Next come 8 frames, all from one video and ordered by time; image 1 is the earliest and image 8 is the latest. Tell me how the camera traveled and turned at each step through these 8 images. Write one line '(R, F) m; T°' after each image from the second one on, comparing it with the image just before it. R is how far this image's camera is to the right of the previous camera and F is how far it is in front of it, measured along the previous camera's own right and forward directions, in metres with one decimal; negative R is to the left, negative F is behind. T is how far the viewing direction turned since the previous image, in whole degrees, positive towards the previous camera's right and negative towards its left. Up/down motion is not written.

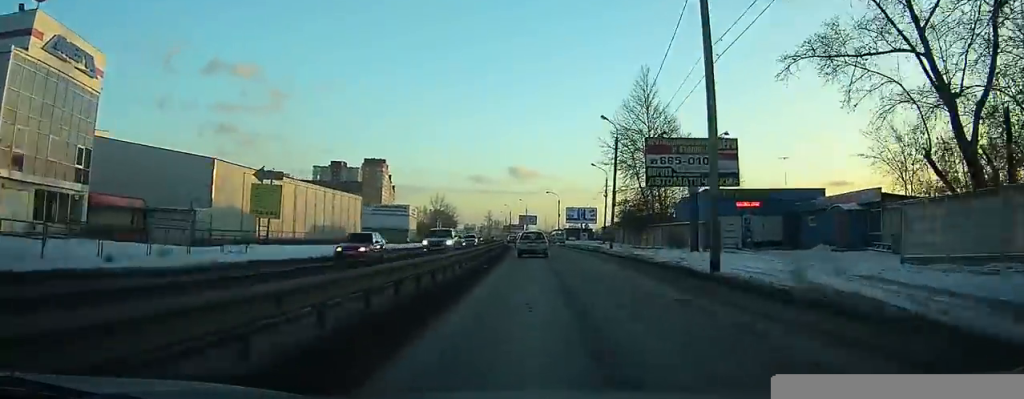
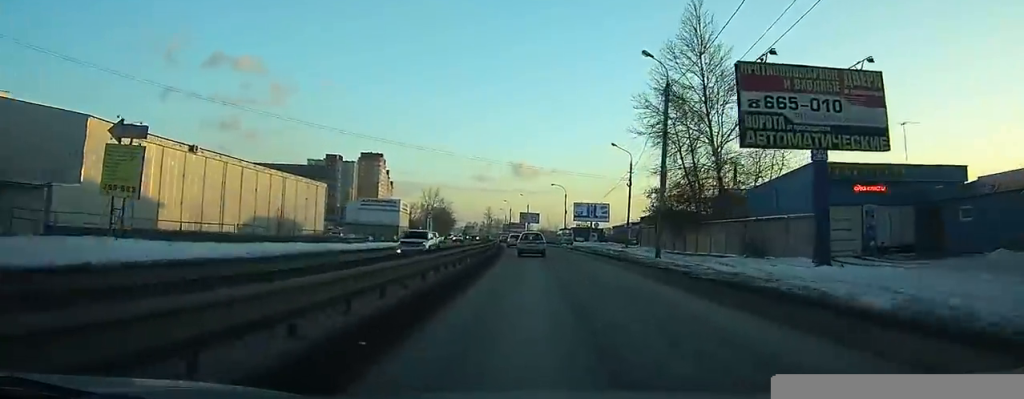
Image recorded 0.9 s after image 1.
(0.0, +16.4) m; -1°
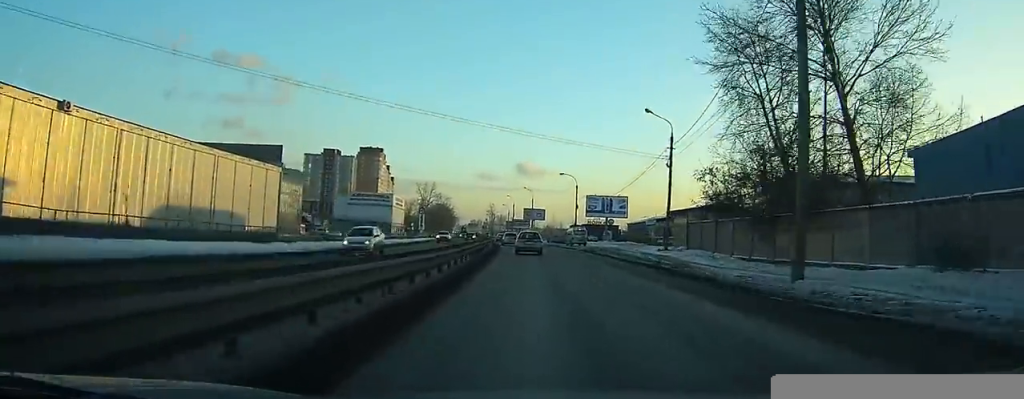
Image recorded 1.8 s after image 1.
(-0.1, +14.8) m; -1°
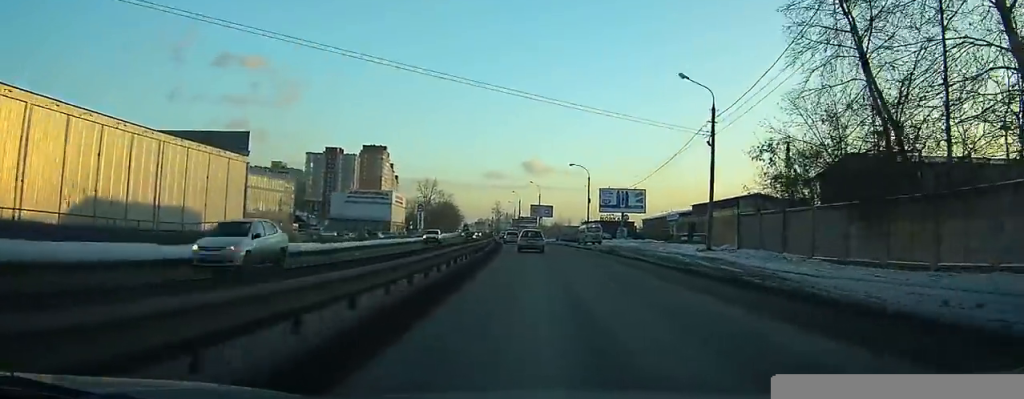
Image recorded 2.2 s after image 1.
(-0.1, +8.5) m; 0°
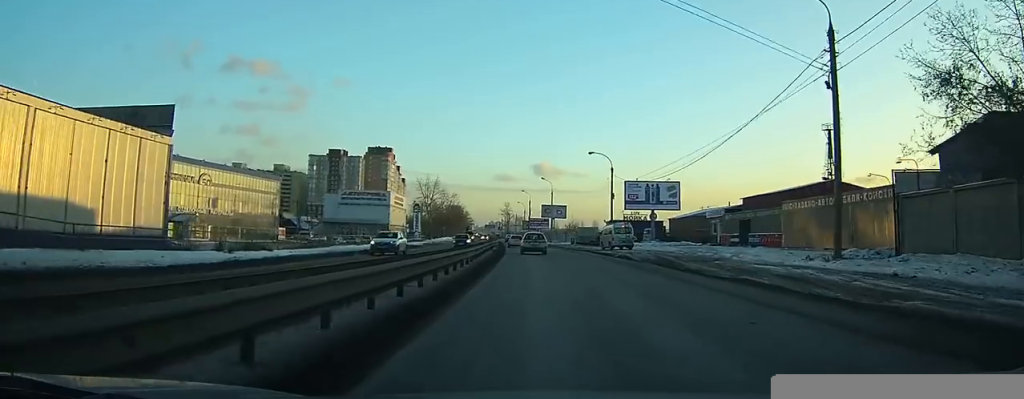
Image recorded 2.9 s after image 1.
(0.0, +12.9) m; 0°
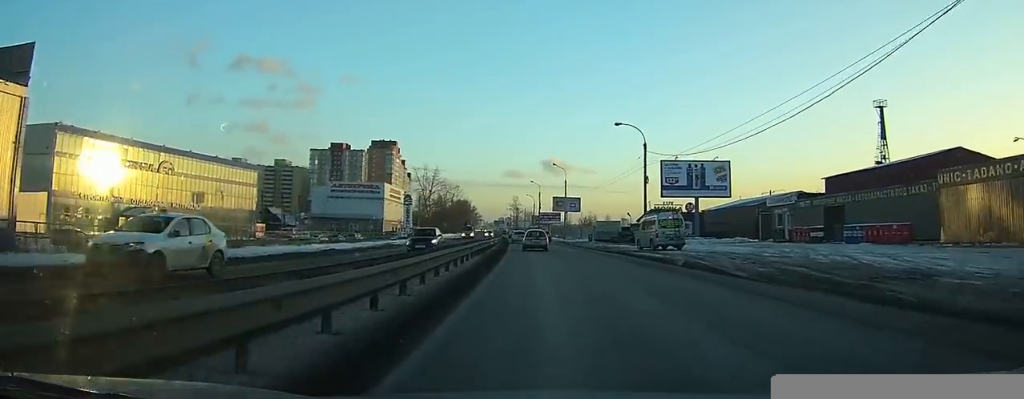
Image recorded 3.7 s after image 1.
(0.0, +13.7) m; 0°
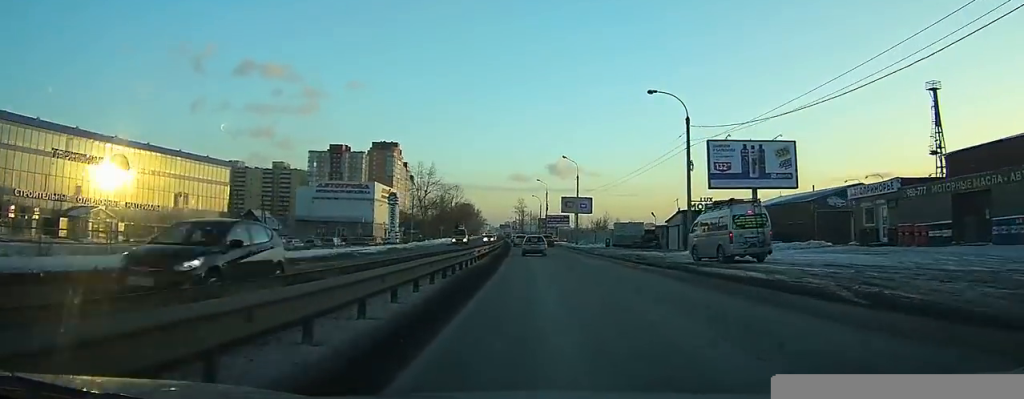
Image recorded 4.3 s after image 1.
(0.0, +12.2) m; -1°
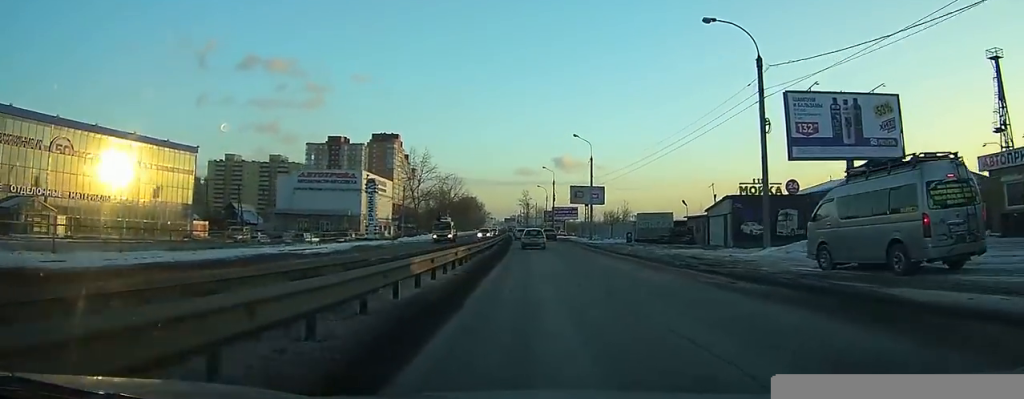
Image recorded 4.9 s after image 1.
(-0.1, +11.7) m; -1°
